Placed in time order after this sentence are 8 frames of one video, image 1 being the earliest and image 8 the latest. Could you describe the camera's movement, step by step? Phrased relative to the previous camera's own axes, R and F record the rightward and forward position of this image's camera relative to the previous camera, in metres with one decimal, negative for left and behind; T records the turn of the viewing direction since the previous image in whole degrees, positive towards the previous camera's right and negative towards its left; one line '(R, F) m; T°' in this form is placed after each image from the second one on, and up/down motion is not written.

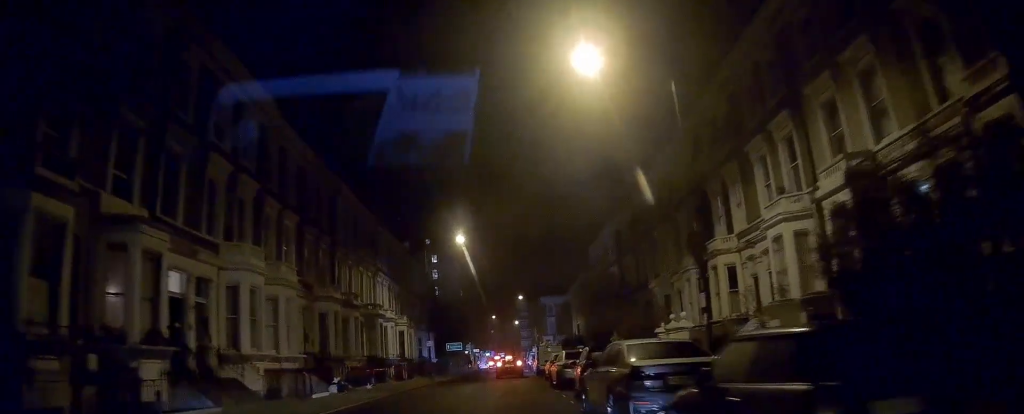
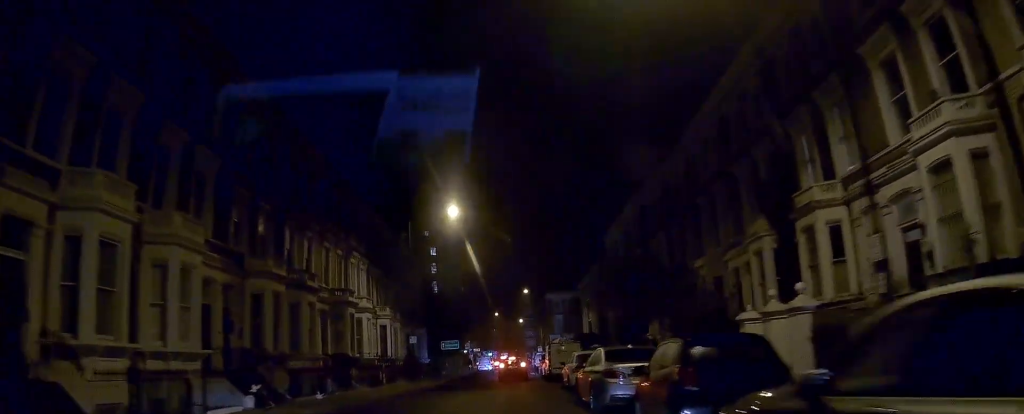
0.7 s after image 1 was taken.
(+0.1, +8.9) m; 0°
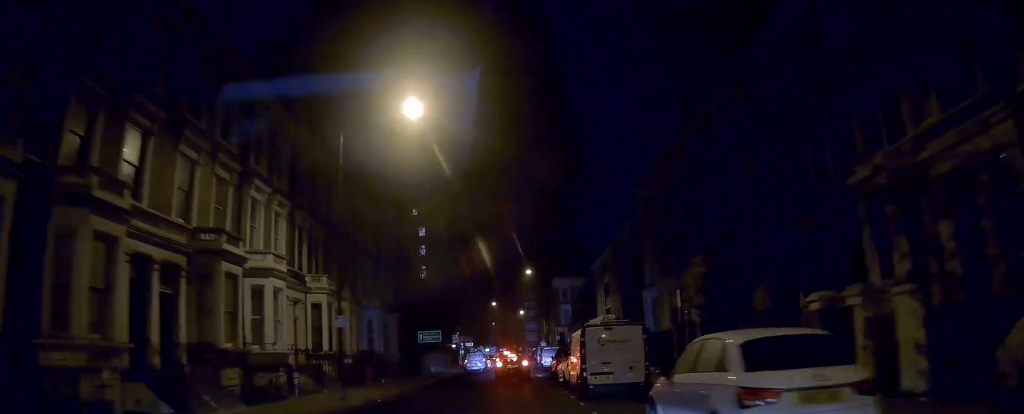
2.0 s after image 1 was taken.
(0.0, +15.5) m; 0°
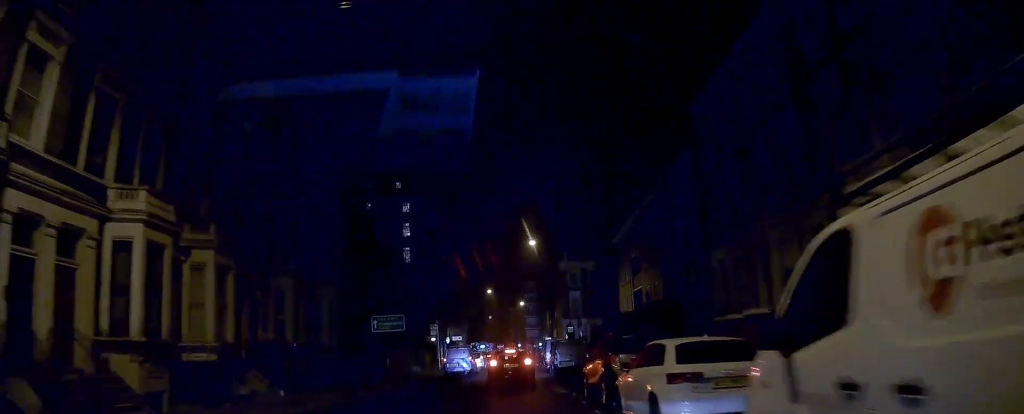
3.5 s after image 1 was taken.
(0.0, +17.0) m; 0°
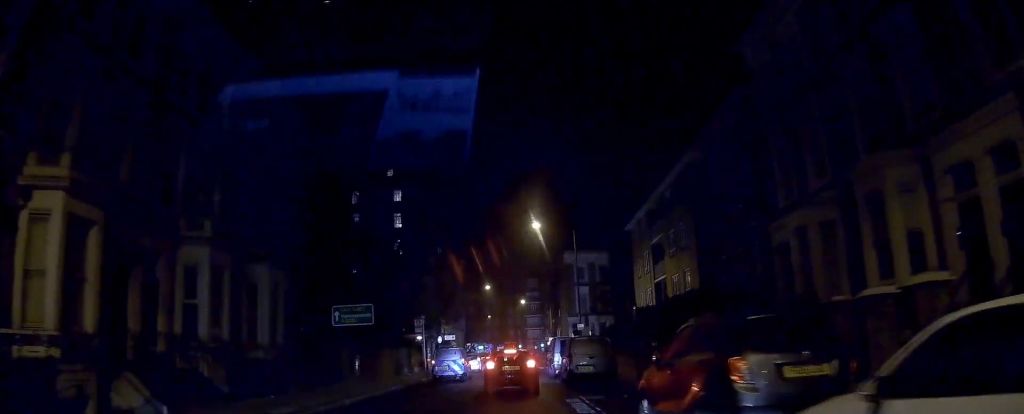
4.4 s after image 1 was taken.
(0.0, +8.6) m; +1°
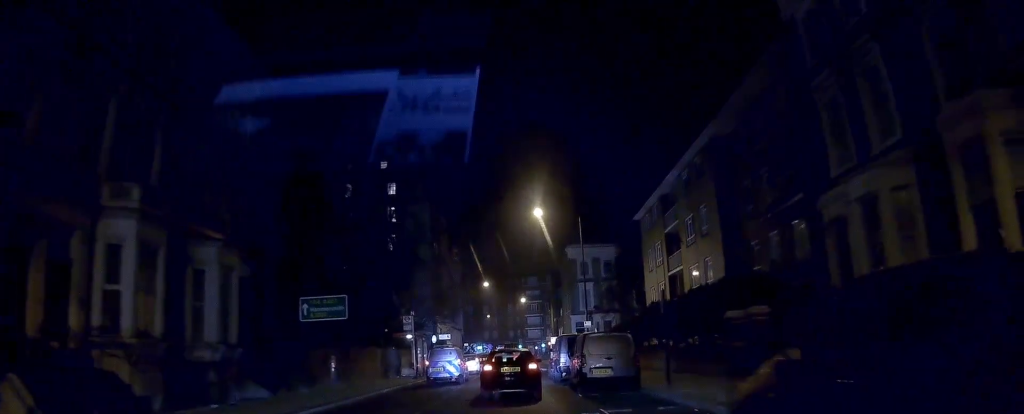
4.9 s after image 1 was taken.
(0.0, +4.8) m; +1°
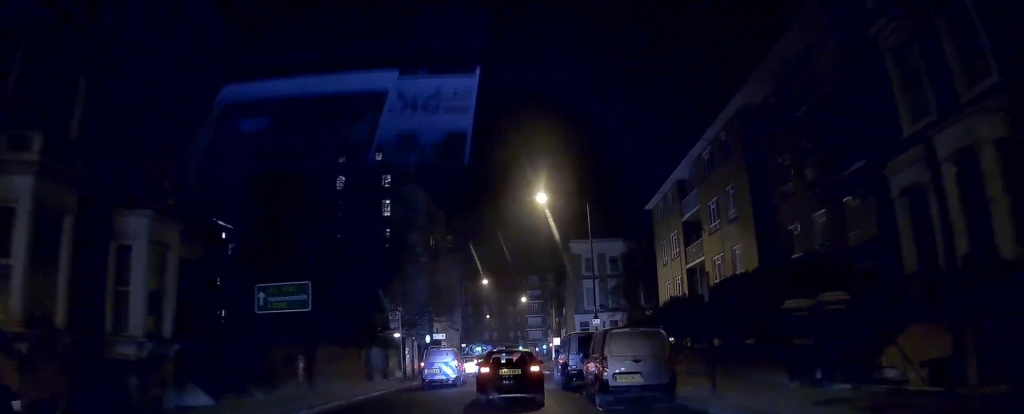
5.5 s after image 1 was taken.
(+0.1, +4.6) m; 0°
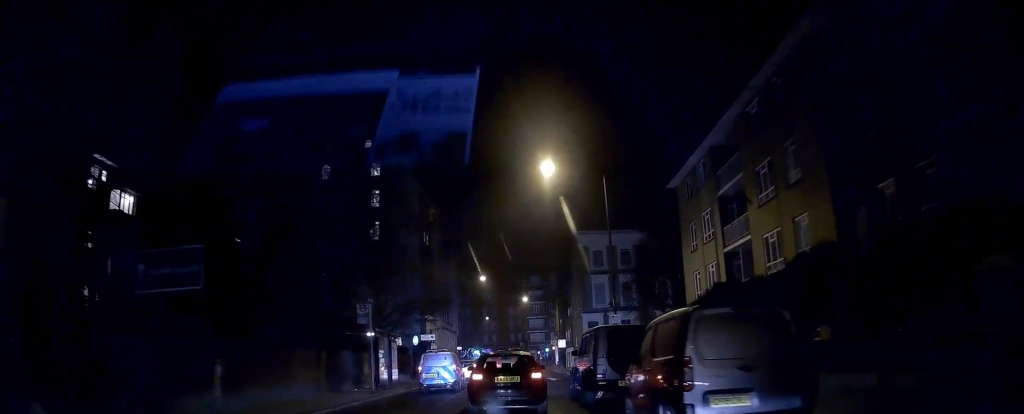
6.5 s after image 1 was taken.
(-0.1, +7.1) m; +1°
